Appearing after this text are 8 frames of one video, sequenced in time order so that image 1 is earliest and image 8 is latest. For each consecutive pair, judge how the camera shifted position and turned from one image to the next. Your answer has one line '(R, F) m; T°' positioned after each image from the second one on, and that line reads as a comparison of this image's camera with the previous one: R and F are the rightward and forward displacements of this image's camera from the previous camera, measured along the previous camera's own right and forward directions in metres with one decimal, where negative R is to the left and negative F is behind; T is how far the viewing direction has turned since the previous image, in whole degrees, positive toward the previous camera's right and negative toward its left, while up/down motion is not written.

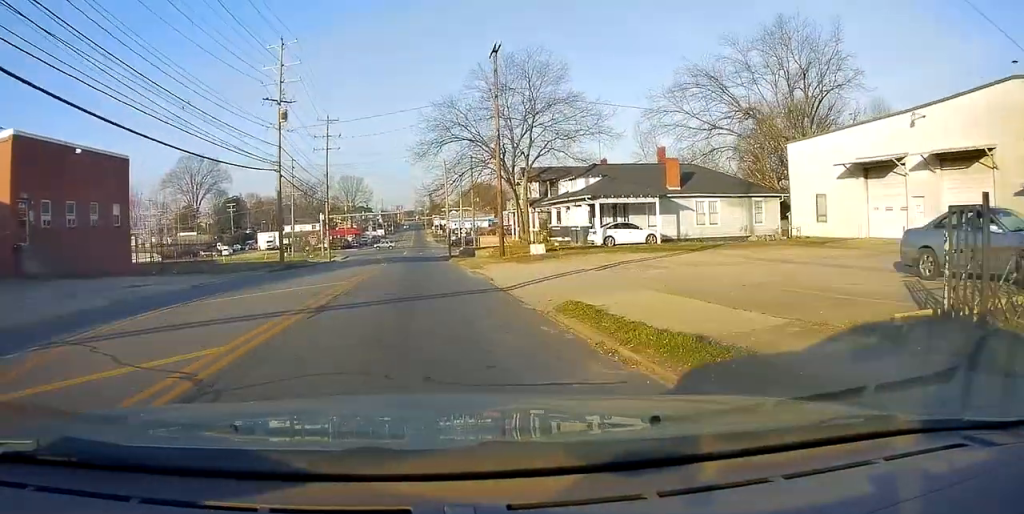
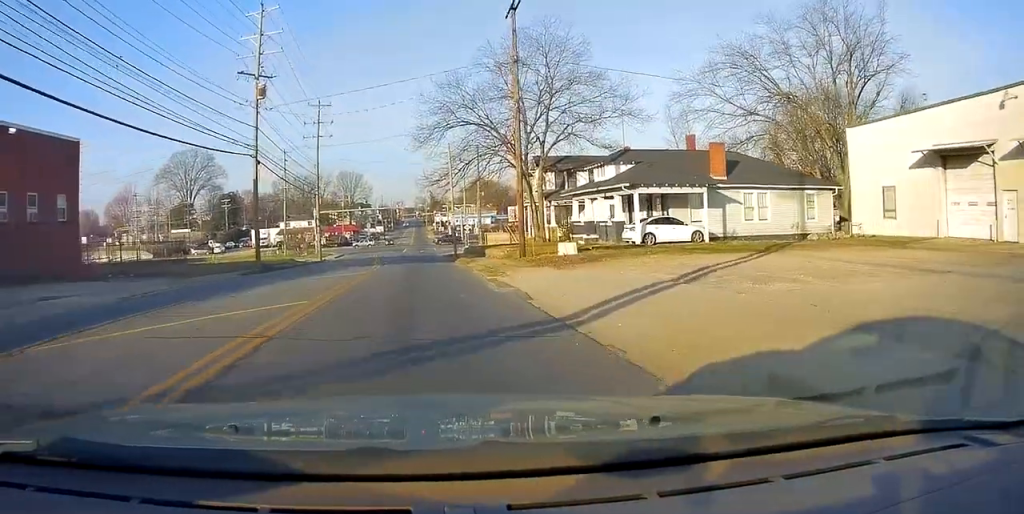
(+0.2, +6.3) m; 0°
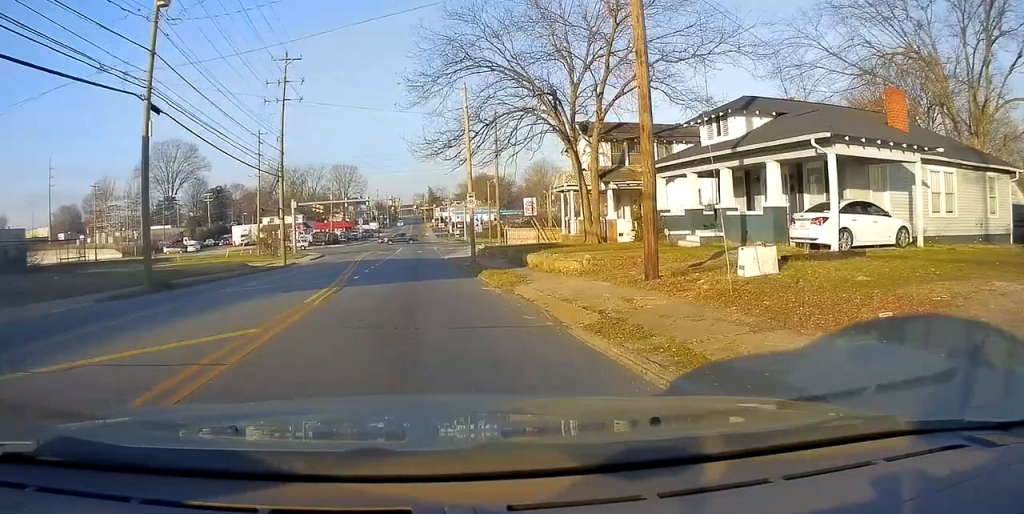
(-0.6, +14.9) m; -2°
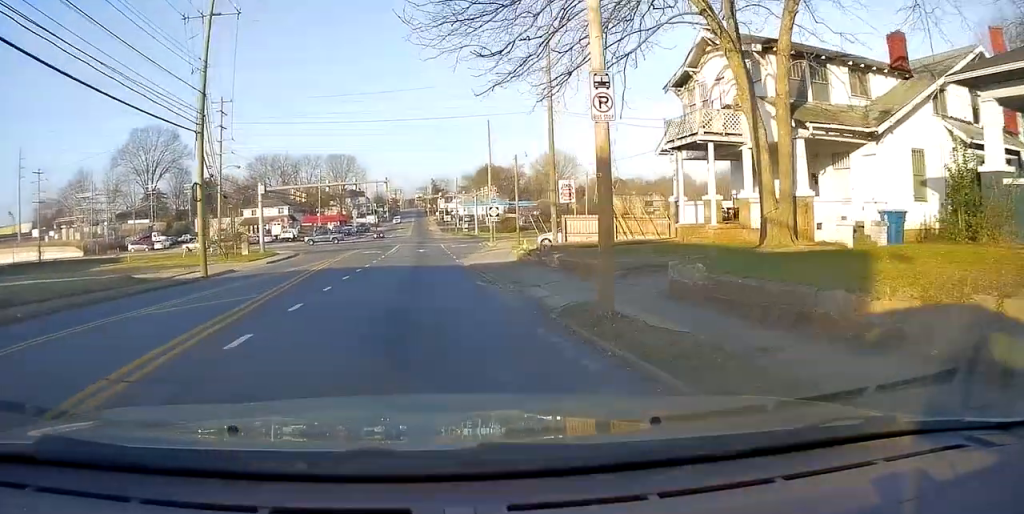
(+0.3, +16.7) m; +3°
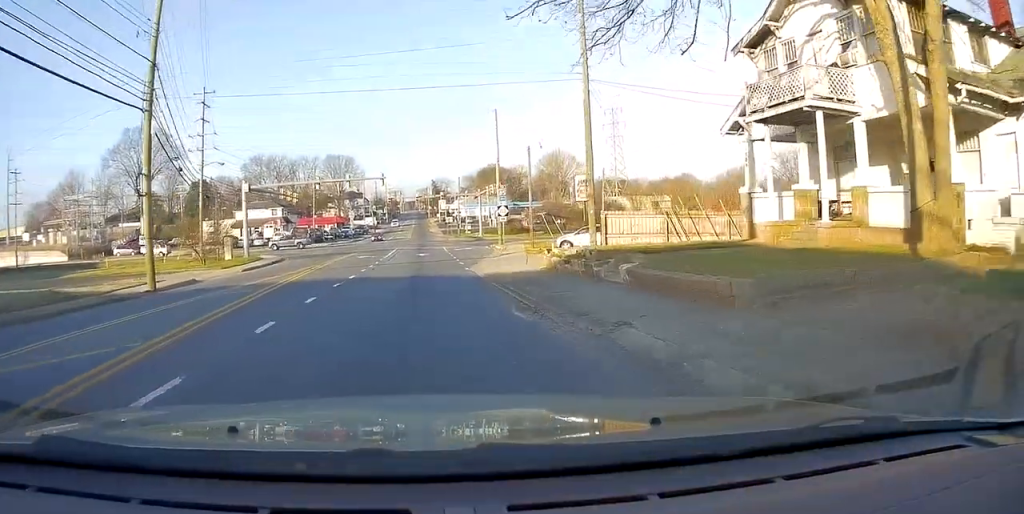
(+0.1, +5.5) m; +1°
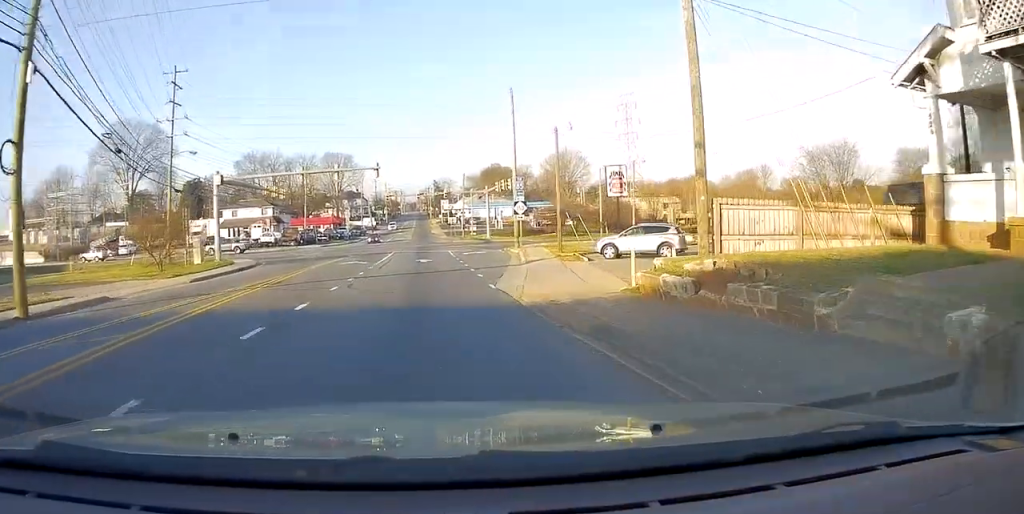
(+0.1, +7.7) m; -1°
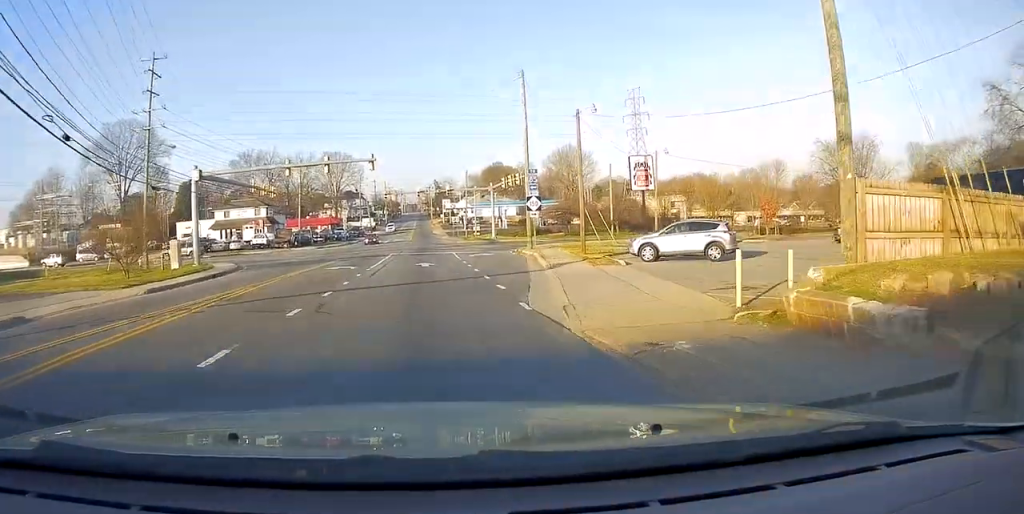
(0.0, +4.7) m; 0°
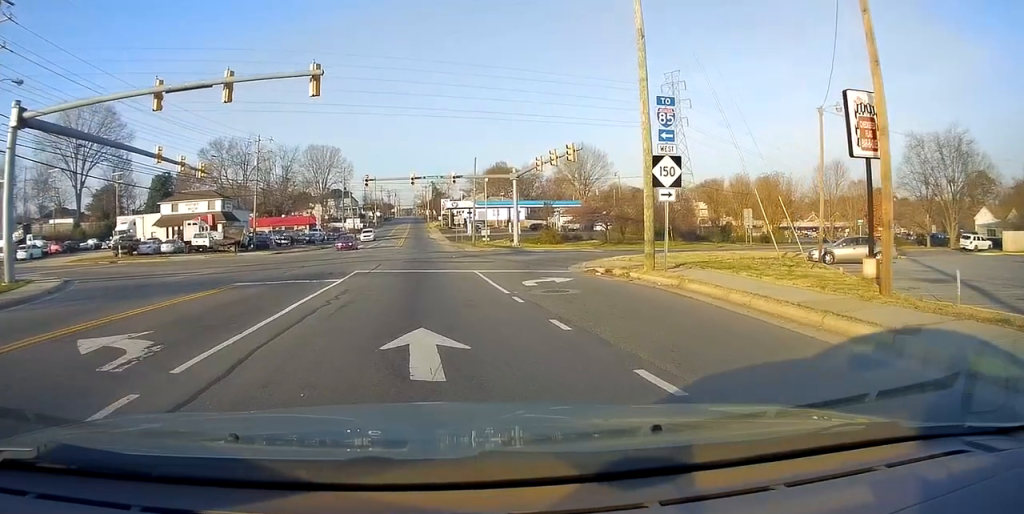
(-0.3, +21.8) m; 0°
